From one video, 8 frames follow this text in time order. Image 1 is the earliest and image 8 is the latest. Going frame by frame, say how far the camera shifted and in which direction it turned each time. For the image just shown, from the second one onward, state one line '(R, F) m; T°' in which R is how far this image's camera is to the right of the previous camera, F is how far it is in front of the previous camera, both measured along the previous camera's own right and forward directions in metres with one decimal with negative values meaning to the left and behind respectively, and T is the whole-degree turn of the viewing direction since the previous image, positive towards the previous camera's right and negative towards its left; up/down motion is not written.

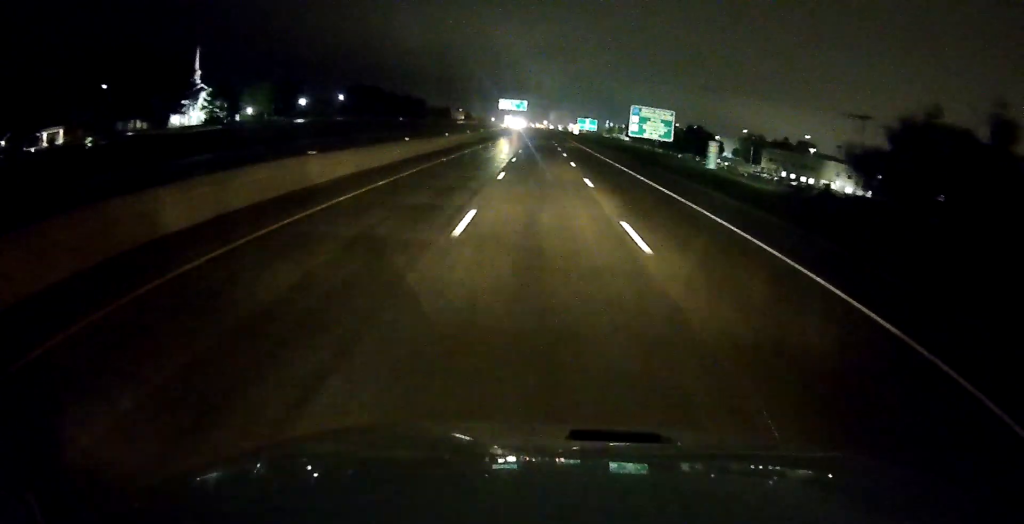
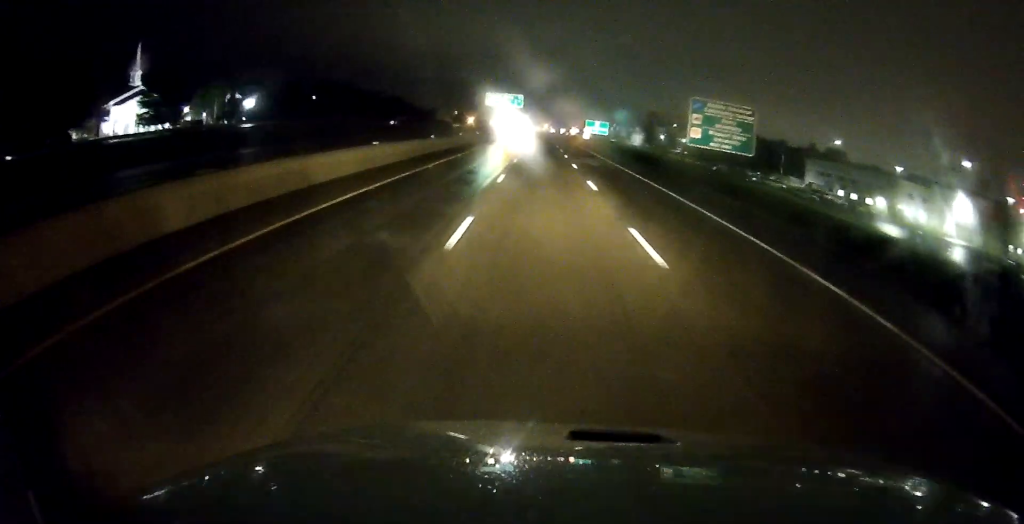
(+0.1, +37.6) m; 0°
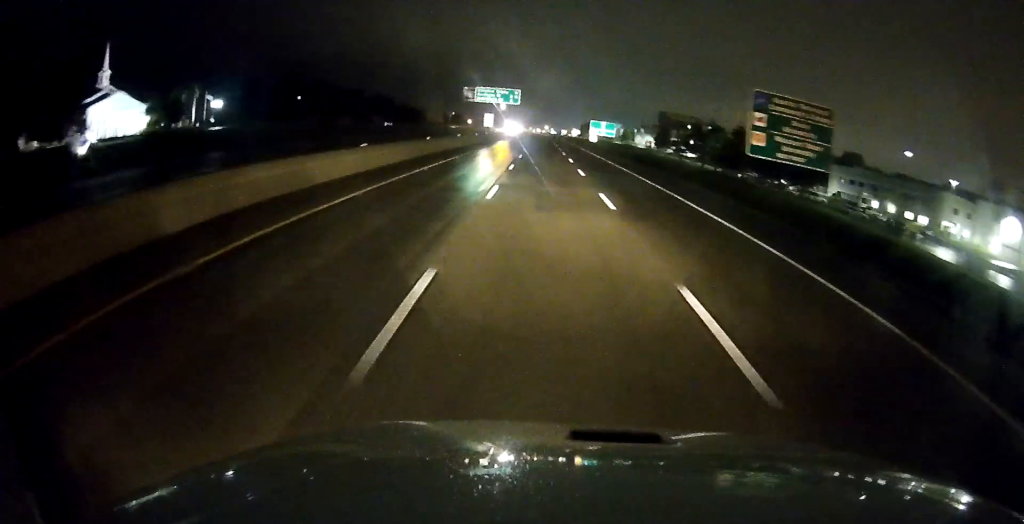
(0.0, +17.2) m; 0°
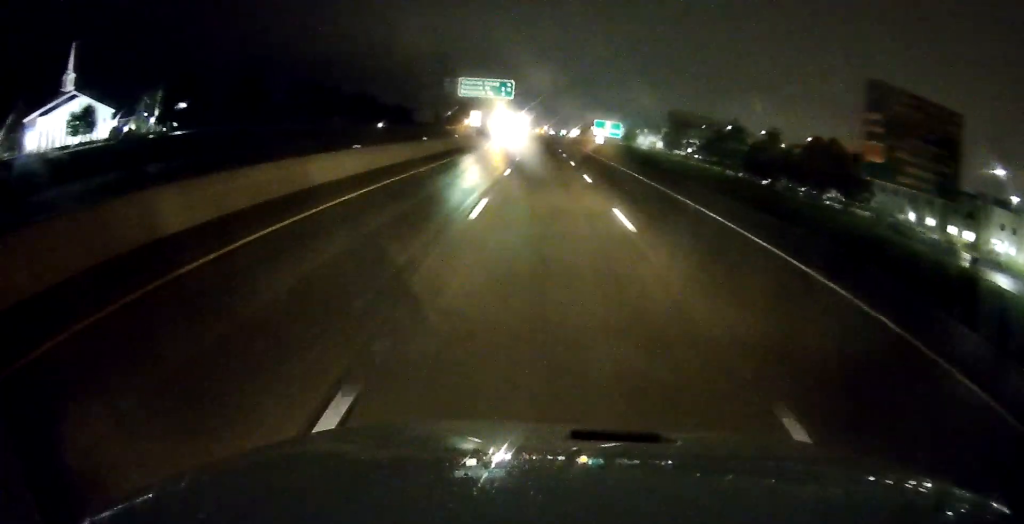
(0.0, +16.2) m; 0°
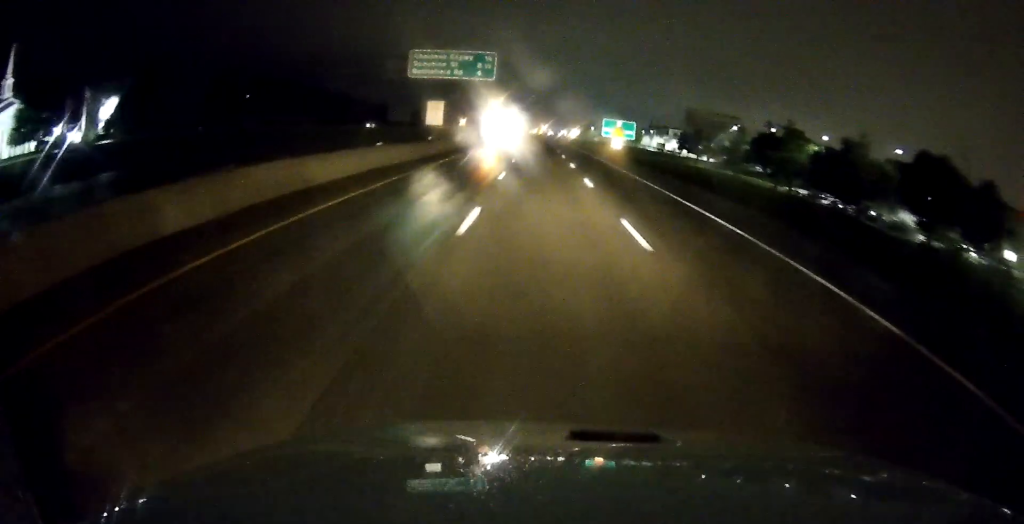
(0.0, +26.3) m; 0°
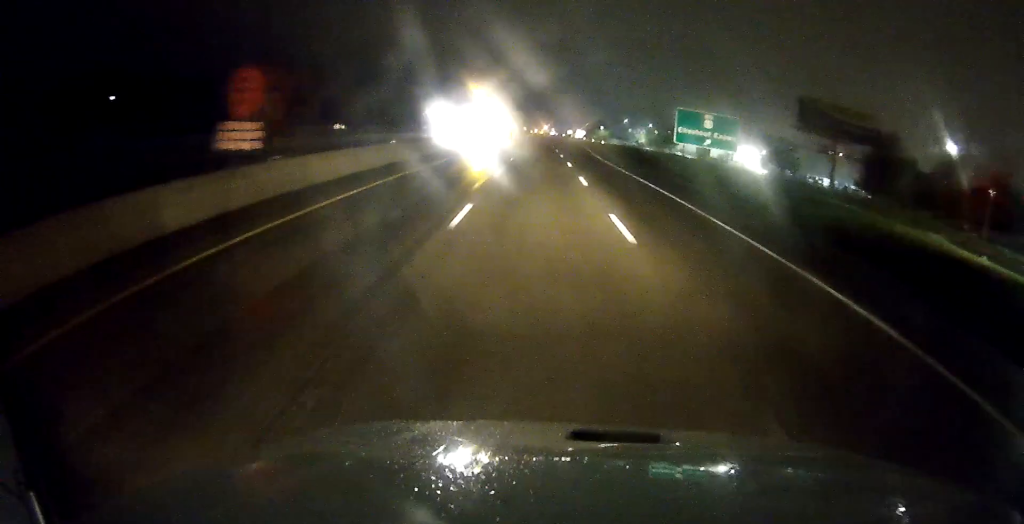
(-0.1, +72.9) m; -1°
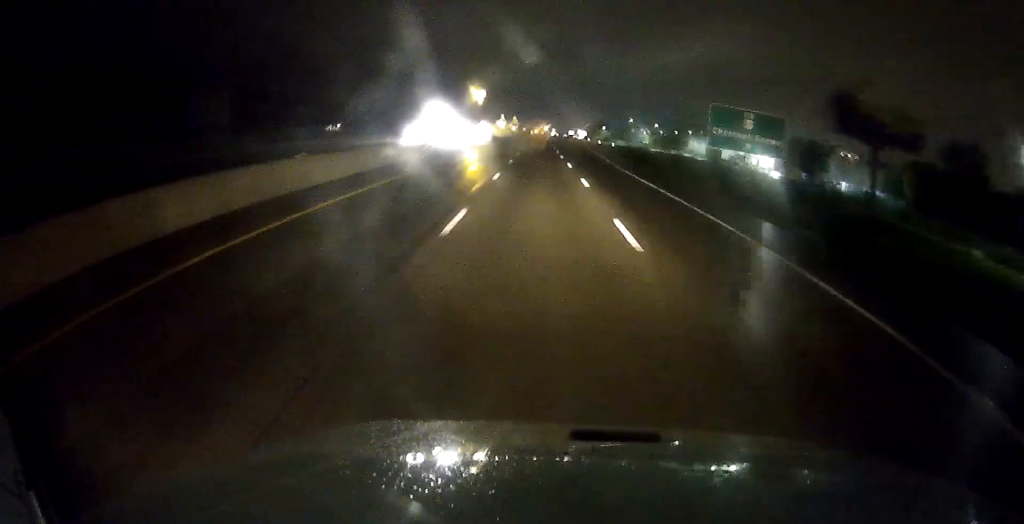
(+0.1, +13.2) m; -1°
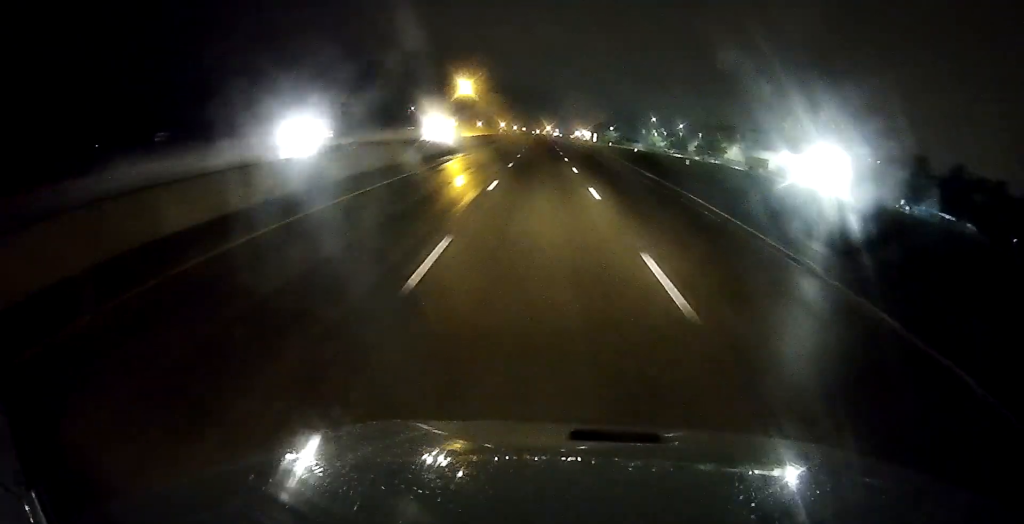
(-0.6, +40.6) m; 0°
